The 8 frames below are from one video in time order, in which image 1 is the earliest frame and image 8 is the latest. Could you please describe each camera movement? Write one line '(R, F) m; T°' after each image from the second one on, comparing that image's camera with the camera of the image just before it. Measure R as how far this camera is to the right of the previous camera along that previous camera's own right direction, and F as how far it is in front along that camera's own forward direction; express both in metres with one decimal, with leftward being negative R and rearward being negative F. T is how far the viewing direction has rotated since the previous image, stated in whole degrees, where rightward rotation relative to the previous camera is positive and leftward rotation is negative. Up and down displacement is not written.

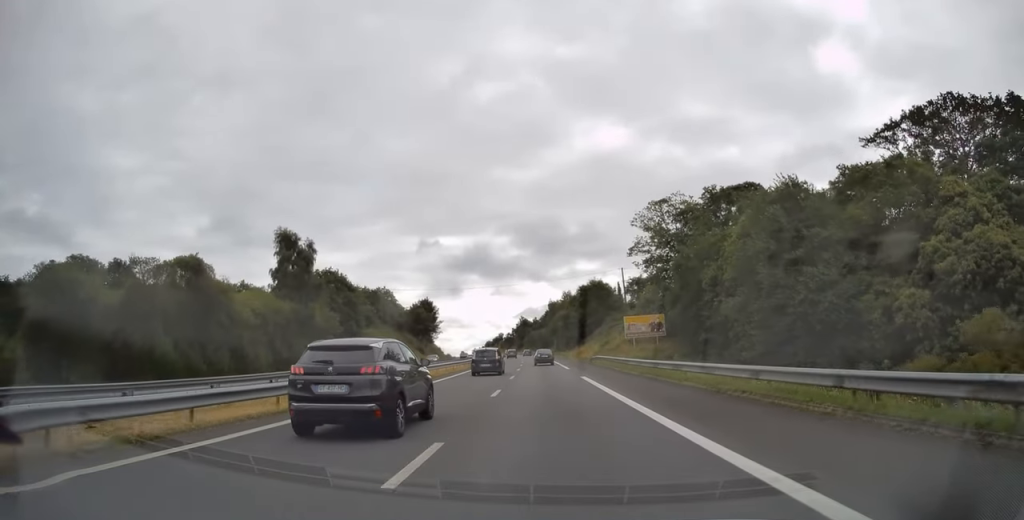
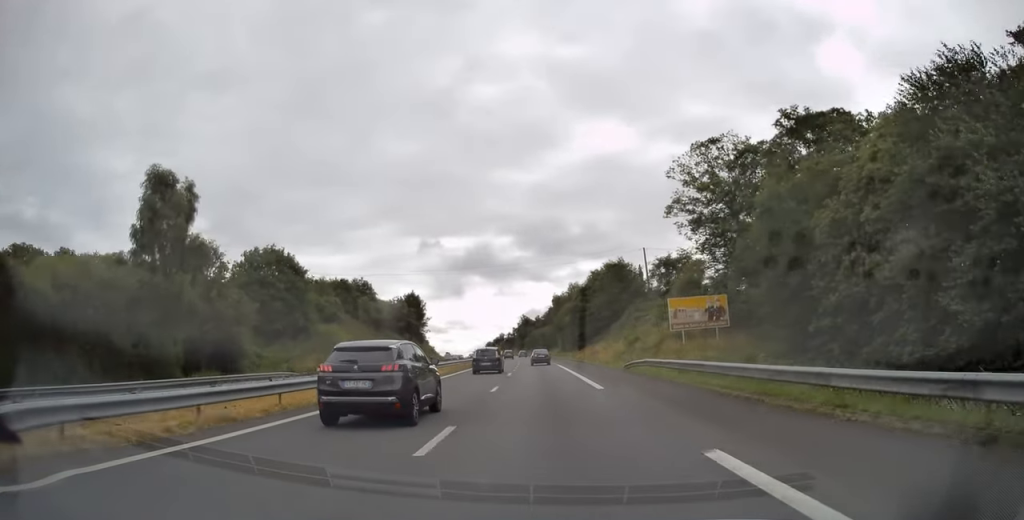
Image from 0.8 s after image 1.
(+0.1, +23.6) m; 0°
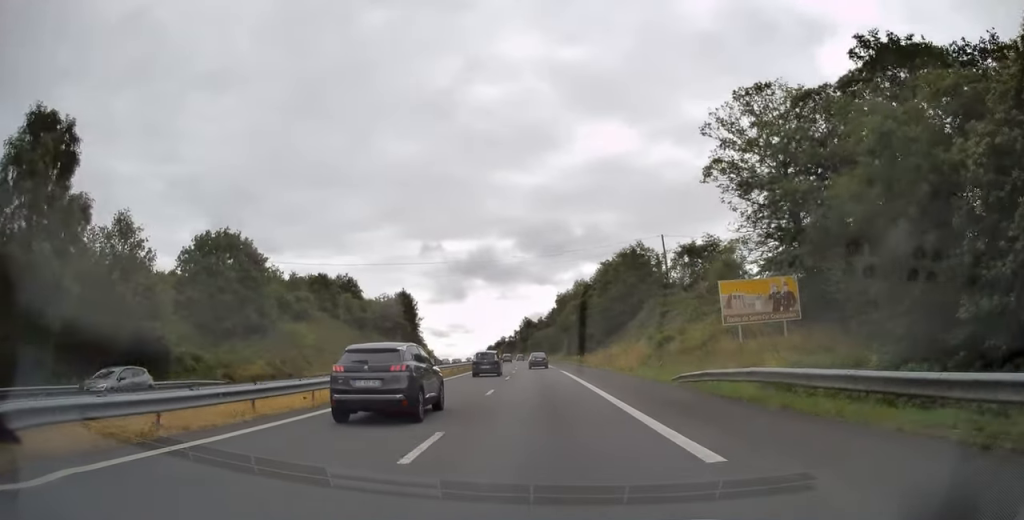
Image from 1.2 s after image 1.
(+0.2, +13.2) m; 0°
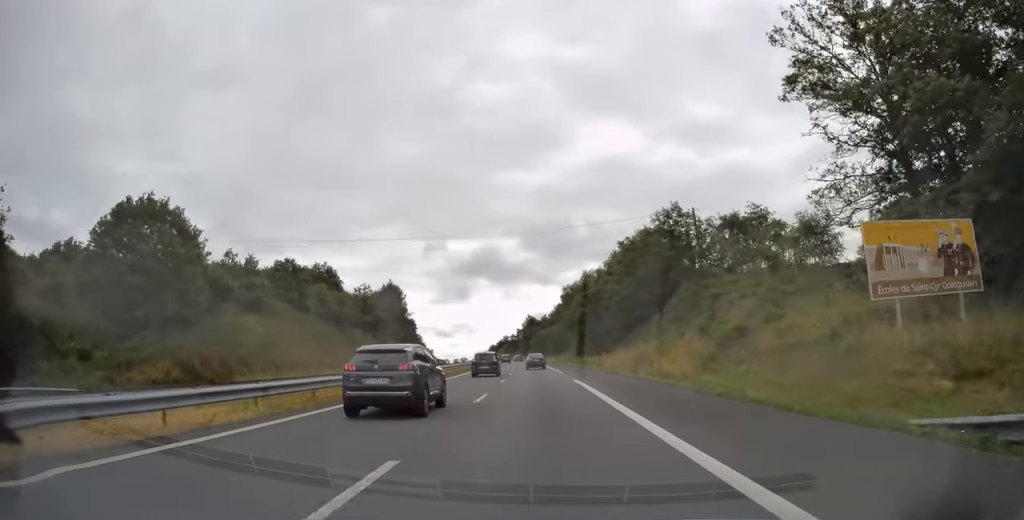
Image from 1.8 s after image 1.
(0.0, +15.6) m; 0°
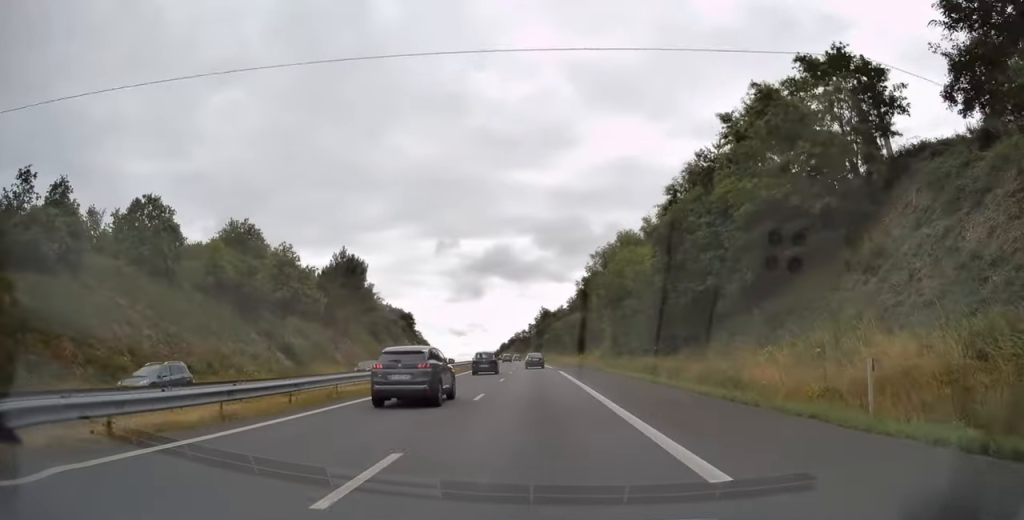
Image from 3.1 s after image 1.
(-0.6, +37.5) m; -1°
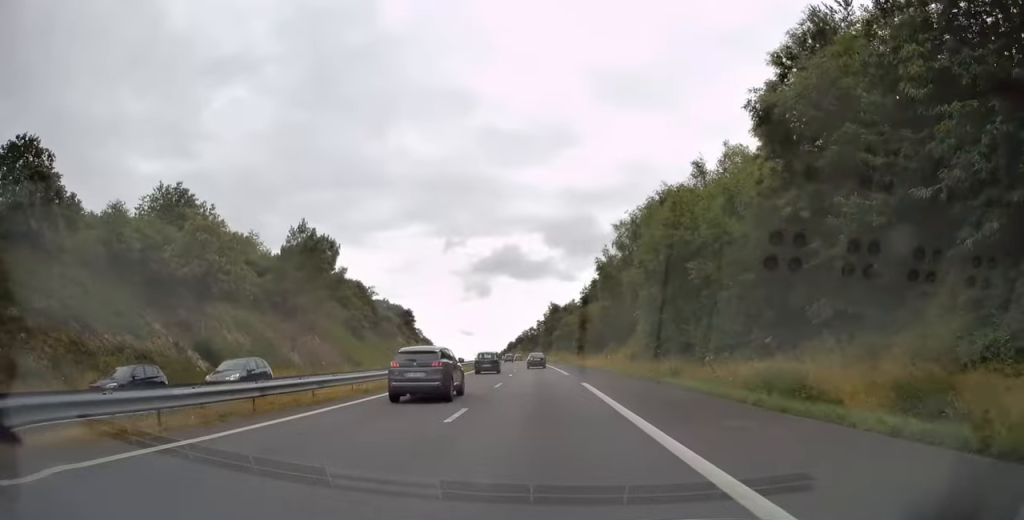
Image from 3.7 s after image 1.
(+0.1, +18.5) m; -1°
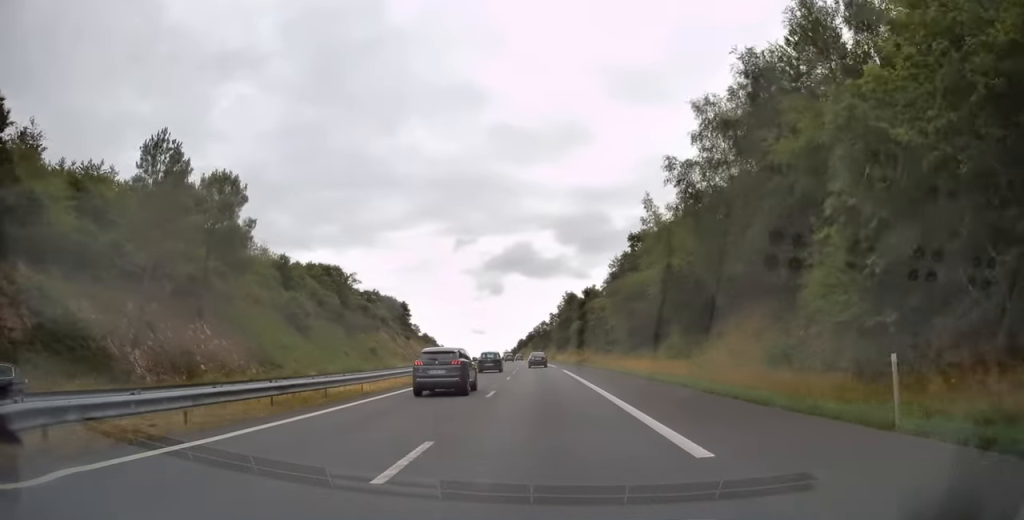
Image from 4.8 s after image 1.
(-0.8, +31.2) m; -2°
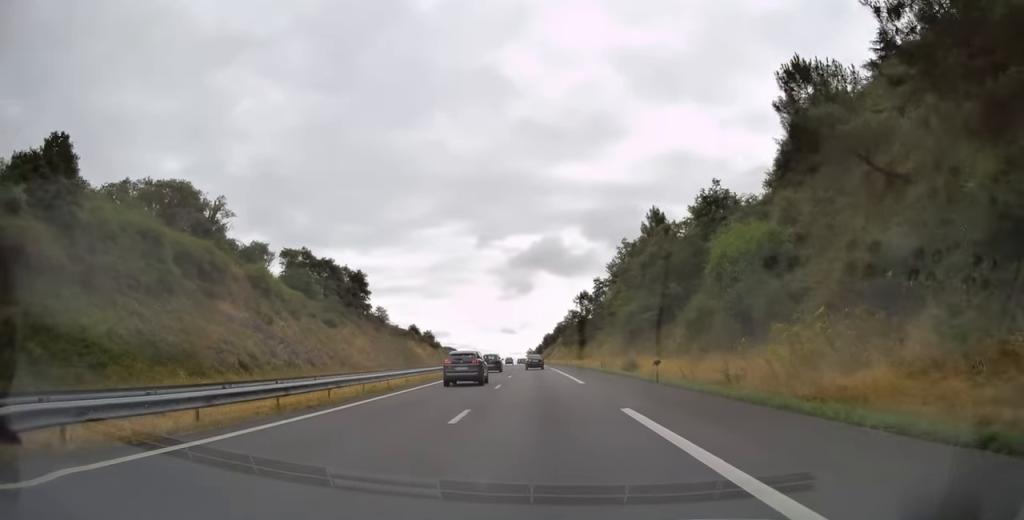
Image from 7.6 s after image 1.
(-1.6, +83.3) m; -3°
